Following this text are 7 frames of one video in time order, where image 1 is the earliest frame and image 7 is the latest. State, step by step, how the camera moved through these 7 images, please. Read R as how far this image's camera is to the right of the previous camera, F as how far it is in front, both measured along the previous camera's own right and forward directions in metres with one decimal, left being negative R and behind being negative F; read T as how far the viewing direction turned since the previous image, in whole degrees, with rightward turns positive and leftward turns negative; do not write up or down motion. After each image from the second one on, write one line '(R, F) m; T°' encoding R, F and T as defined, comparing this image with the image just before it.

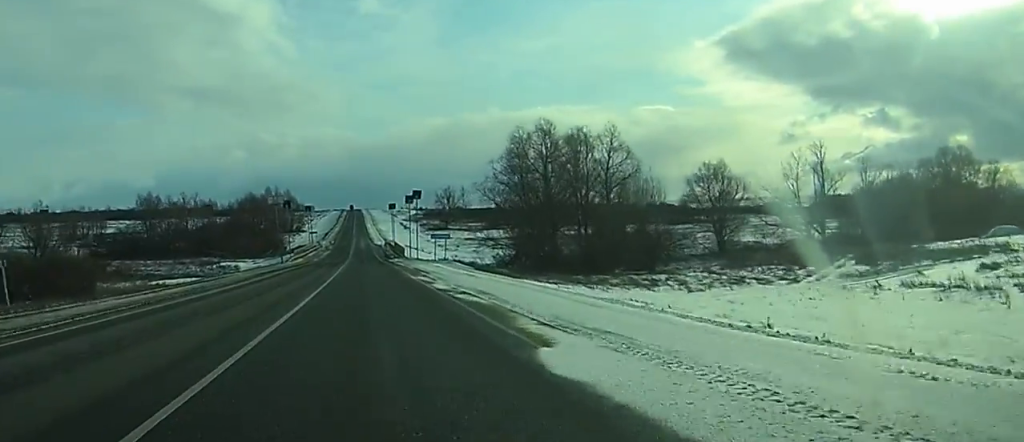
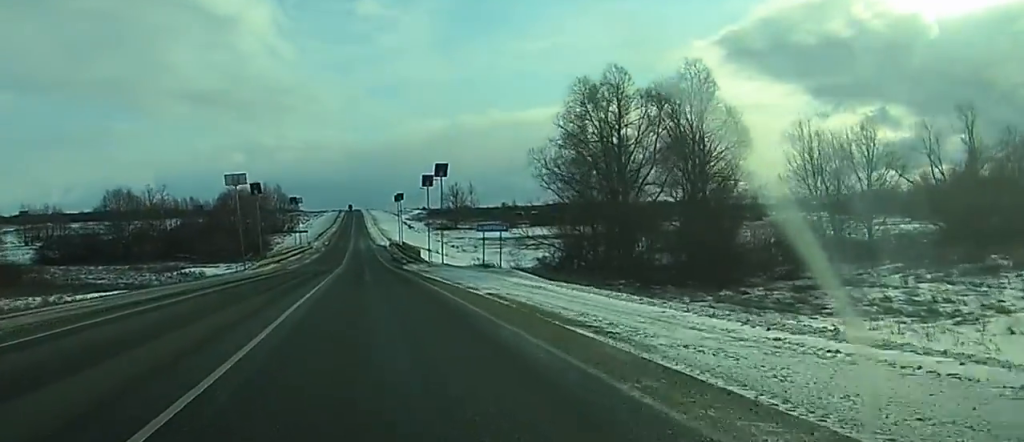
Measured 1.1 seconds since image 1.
(0.0, +34.9) m; 0°
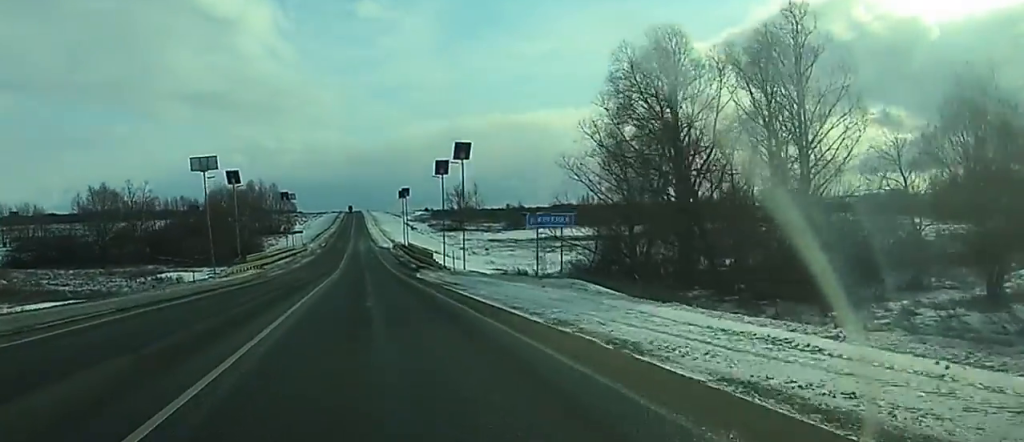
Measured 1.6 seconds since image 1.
(0.0, +15.9) m; 0°
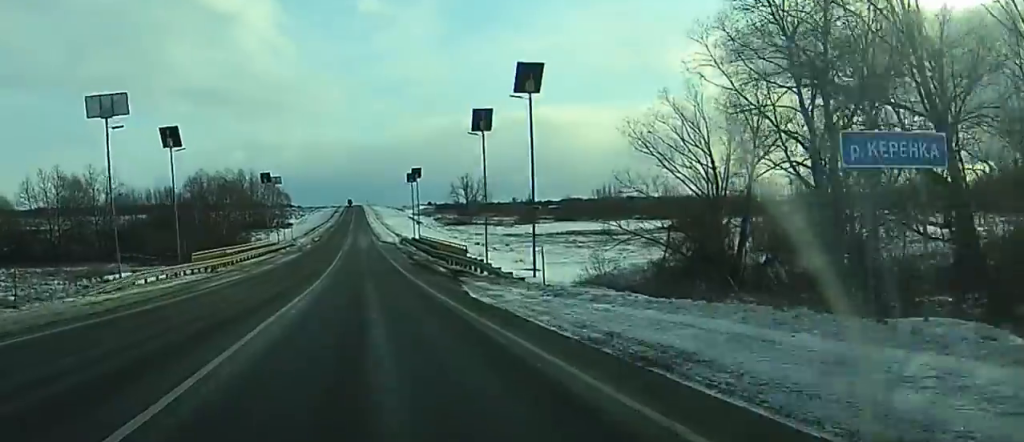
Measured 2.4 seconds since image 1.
(0.0, +24.2) m; 0°
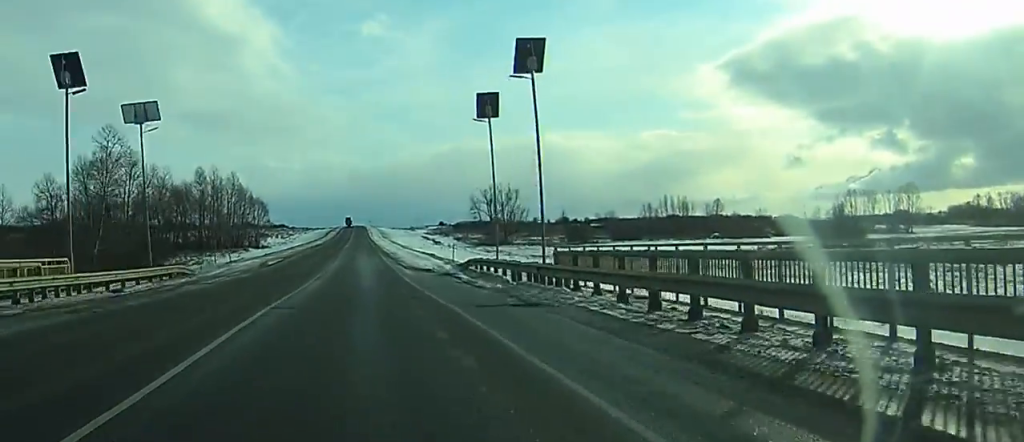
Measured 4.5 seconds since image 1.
(-0.4, +65.8) m; -1°
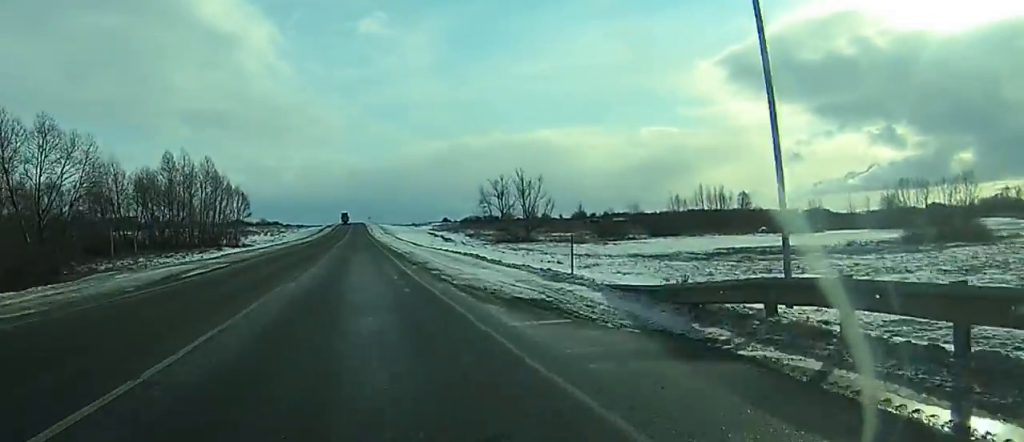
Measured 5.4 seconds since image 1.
(0.0, +29.0) m; 0°
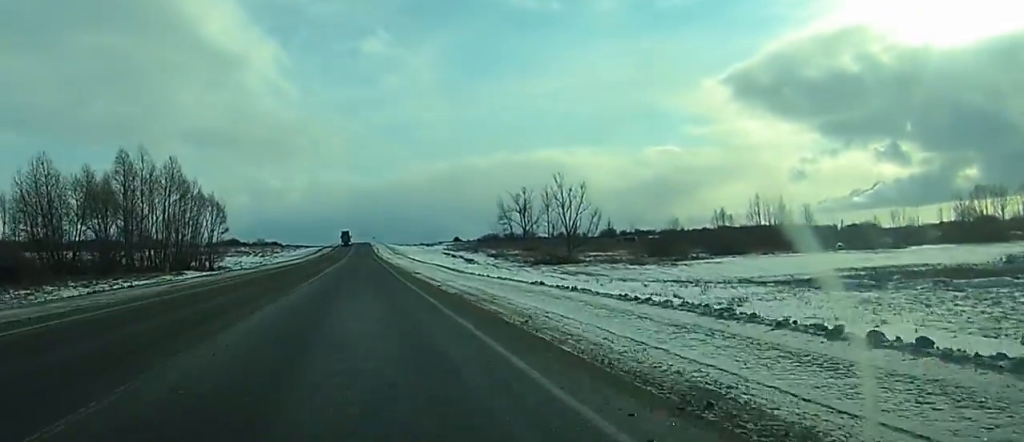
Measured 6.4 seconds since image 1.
(0.0, +32.0) m; 0°
